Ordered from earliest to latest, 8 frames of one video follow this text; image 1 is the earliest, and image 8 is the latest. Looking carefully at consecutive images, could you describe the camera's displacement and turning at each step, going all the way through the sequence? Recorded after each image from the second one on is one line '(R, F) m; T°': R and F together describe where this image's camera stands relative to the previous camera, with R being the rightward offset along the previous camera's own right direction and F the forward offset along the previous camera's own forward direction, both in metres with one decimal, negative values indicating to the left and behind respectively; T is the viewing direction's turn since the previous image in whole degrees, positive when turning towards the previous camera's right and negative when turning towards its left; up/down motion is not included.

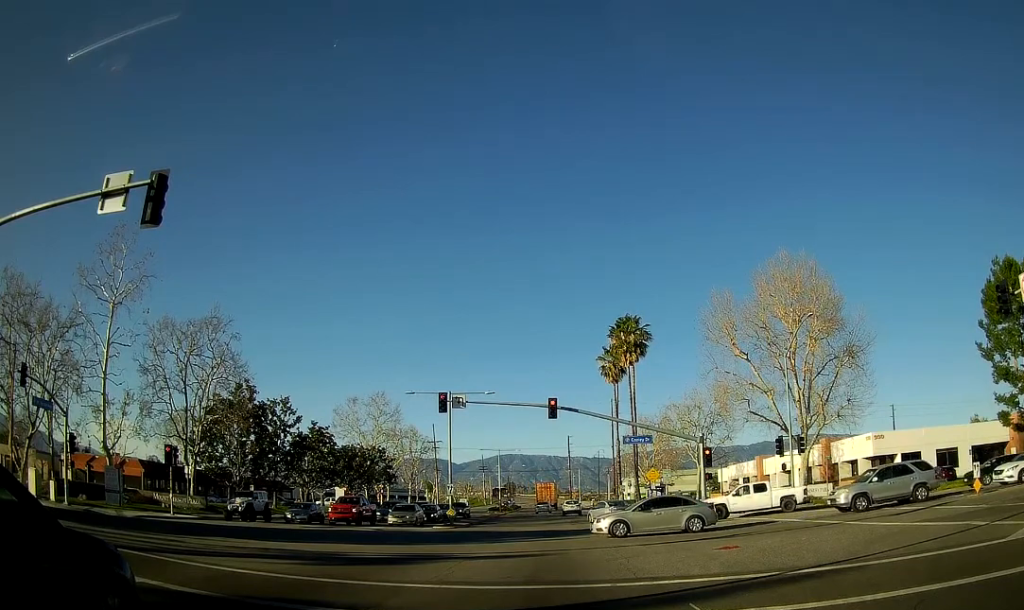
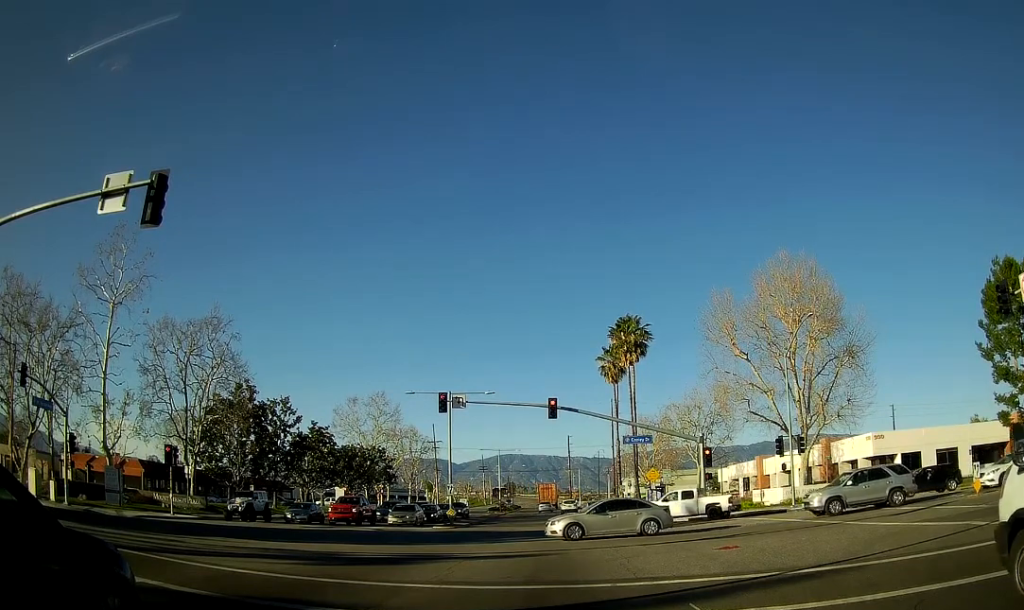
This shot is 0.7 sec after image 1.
(0.0, 0.0) m; 0°
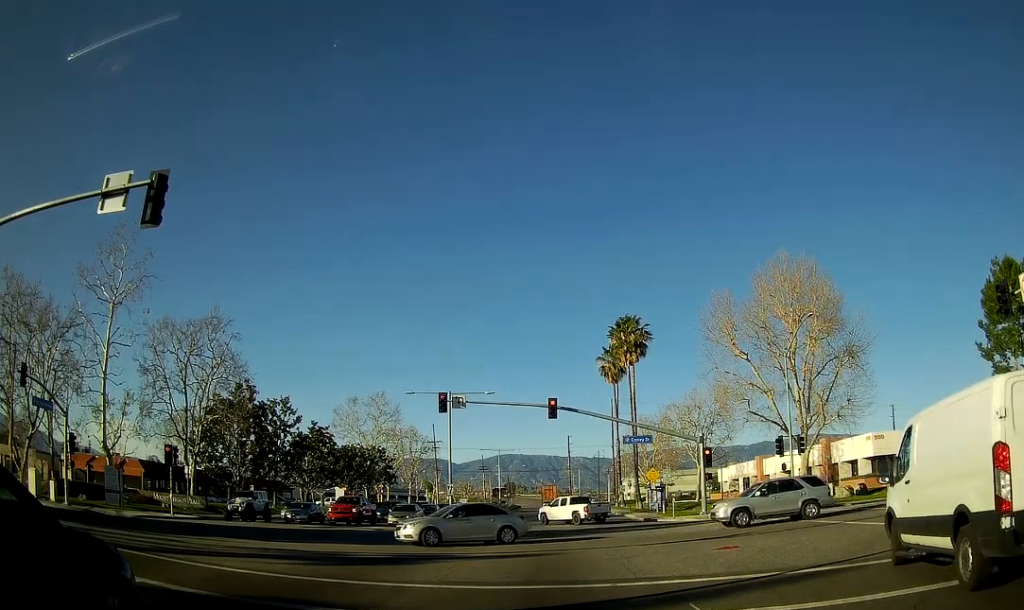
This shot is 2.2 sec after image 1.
(0.0, 0.0) m; 0°
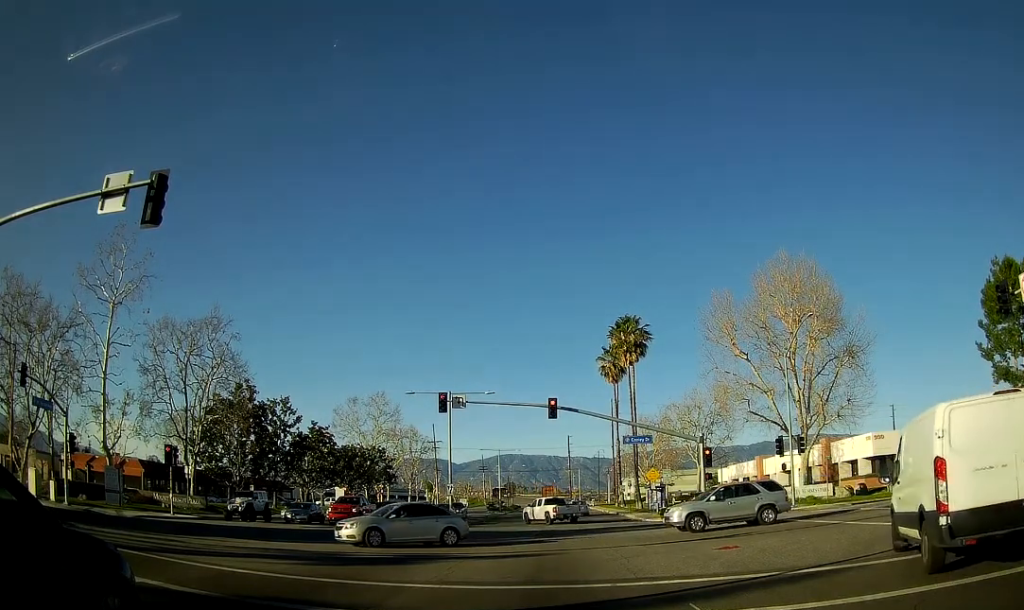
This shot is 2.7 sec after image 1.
(0.0, 0.0) m; 0°
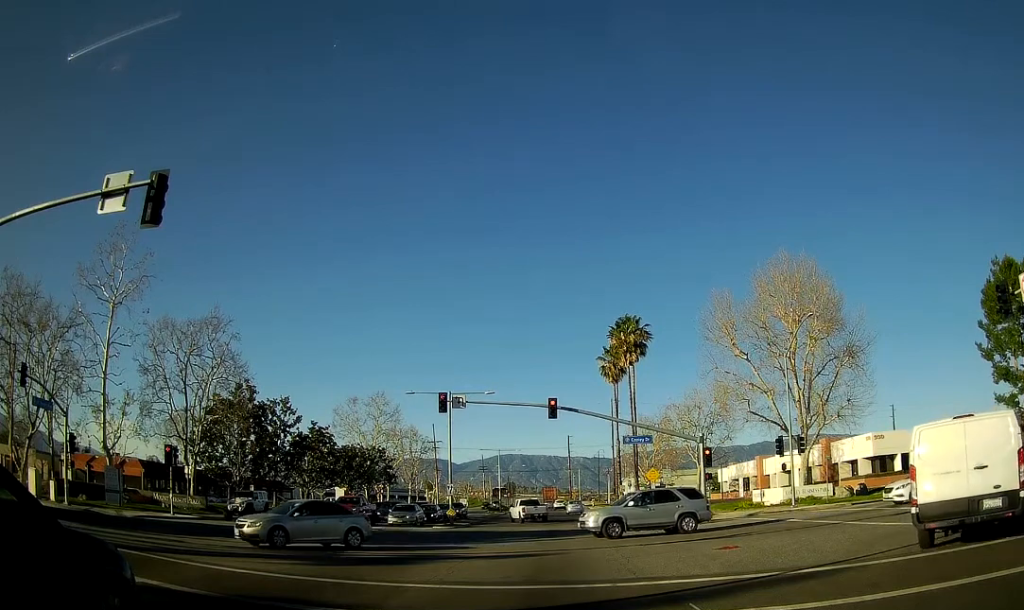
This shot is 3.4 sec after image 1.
(0.0, 0.0) m; 0°
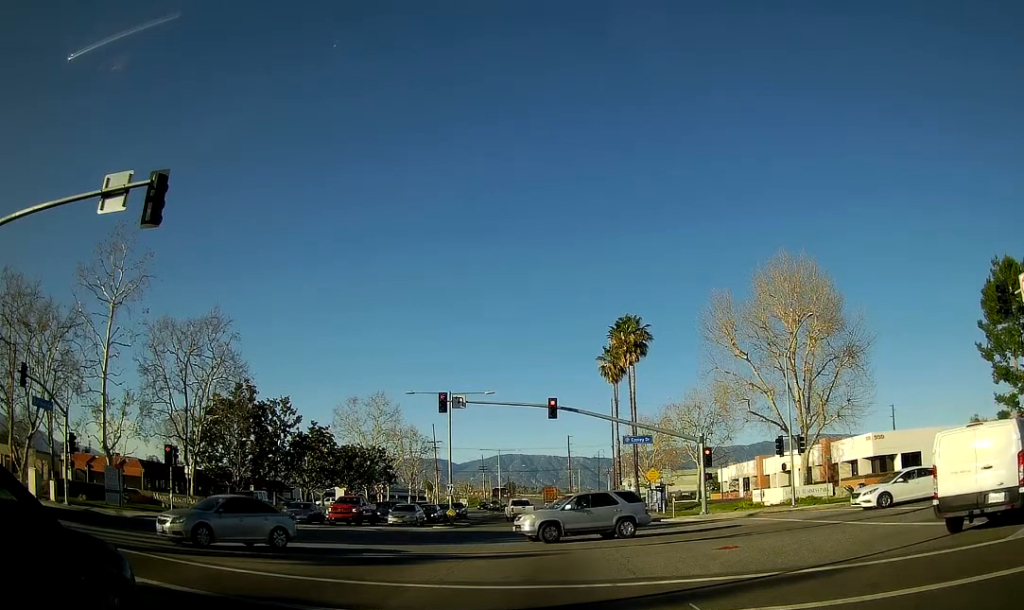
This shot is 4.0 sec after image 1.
(0.0, 0.0) m; 0°
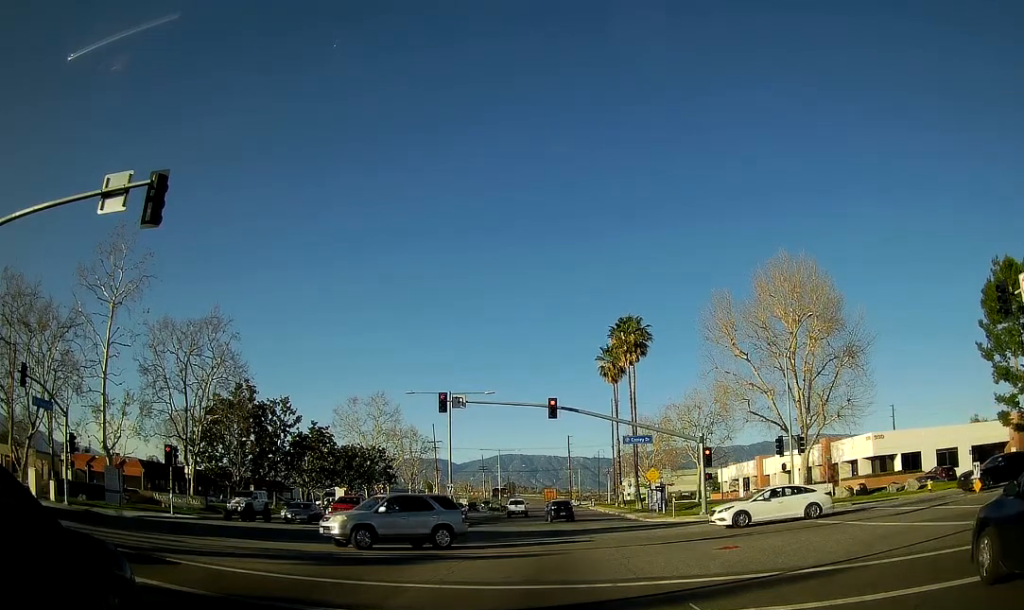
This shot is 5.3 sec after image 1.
(0.0, 0.0) m; 0°
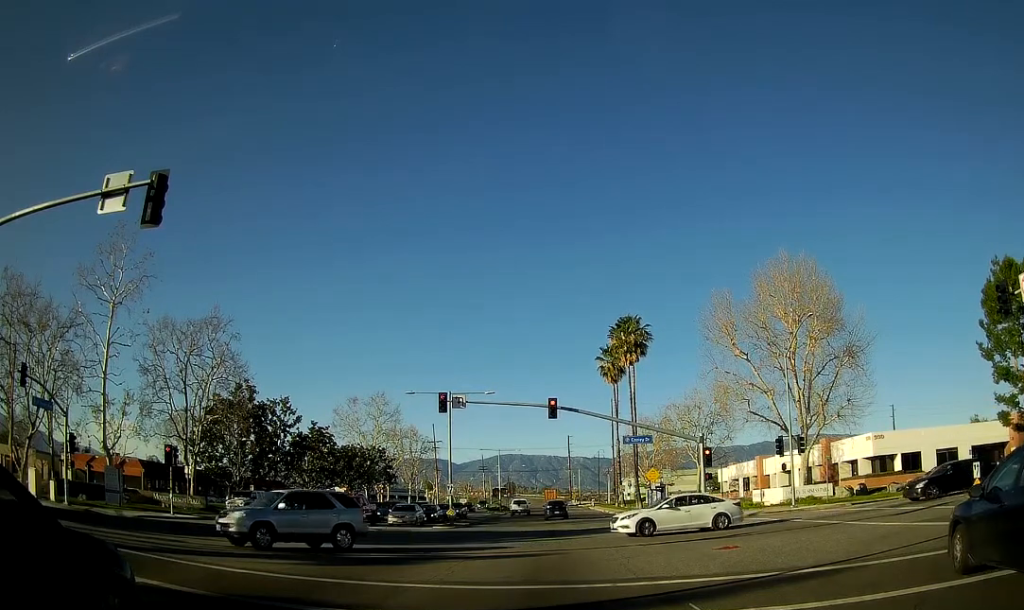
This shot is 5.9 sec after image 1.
(0.0, 0.0) m; 0°
